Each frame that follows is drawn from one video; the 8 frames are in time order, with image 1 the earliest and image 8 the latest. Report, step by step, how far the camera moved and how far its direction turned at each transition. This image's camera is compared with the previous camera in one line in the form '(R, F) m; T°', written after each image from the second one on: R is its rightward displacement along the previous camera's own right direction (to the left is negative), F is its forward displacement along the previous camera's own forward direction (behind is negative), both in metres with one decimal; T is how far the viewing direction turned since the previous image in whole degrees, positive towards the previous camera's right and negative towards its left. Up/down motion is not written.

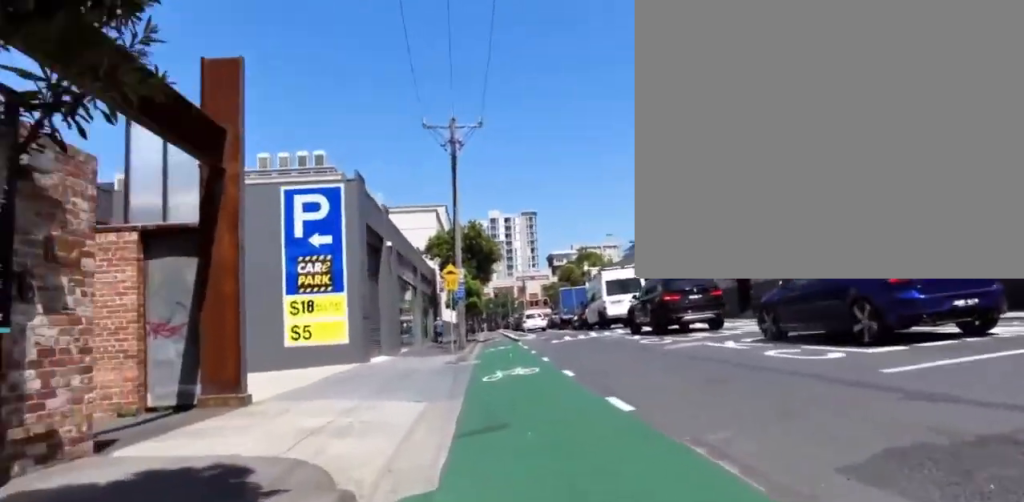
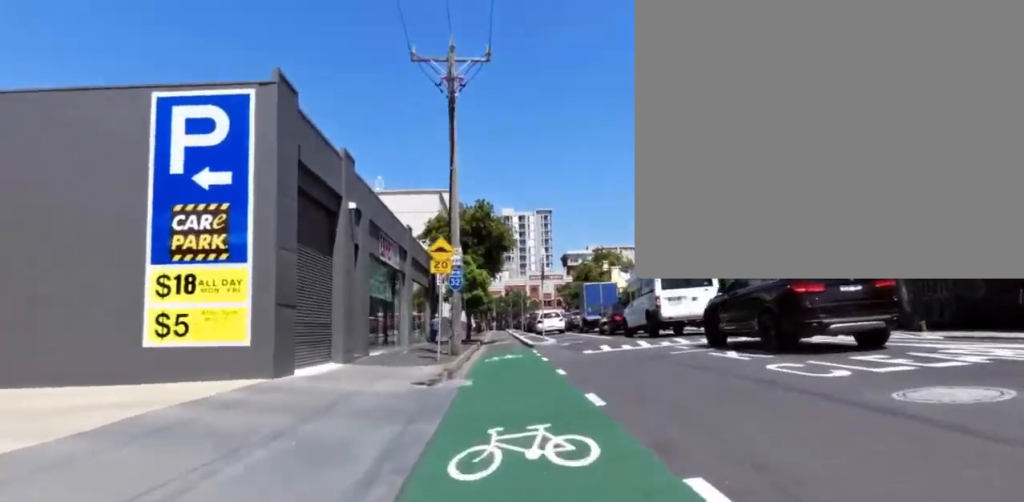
(-0.1, +7.1) m; -3°
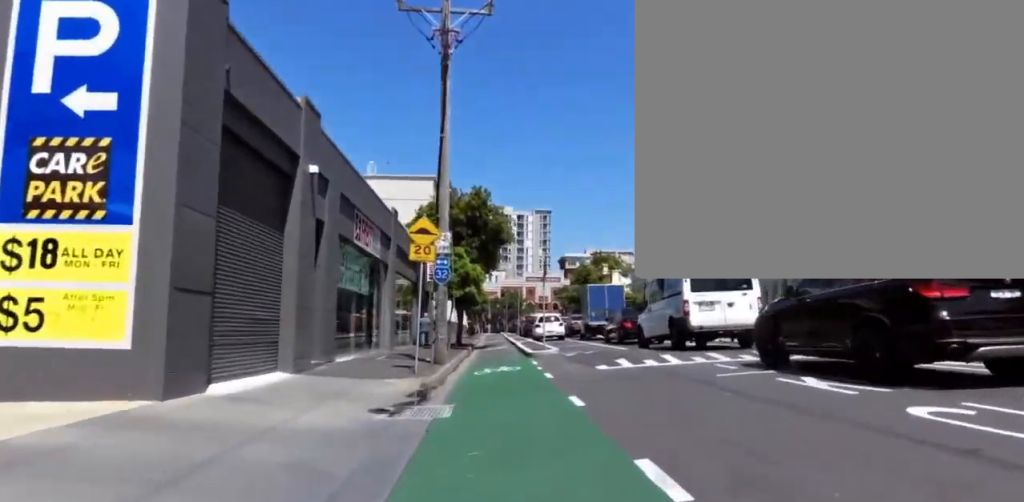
(-0.4, +3.2) m; -2°
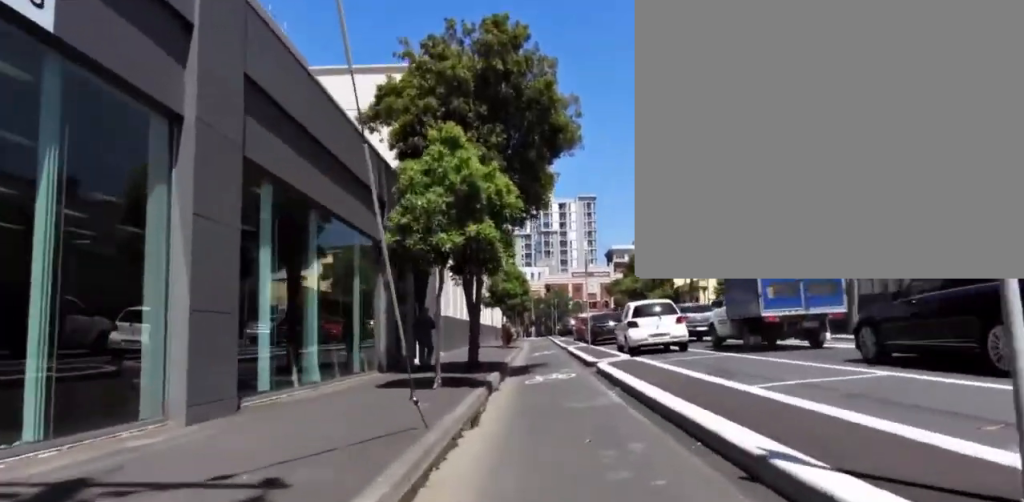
(+1.0, +16.9) m; +1°
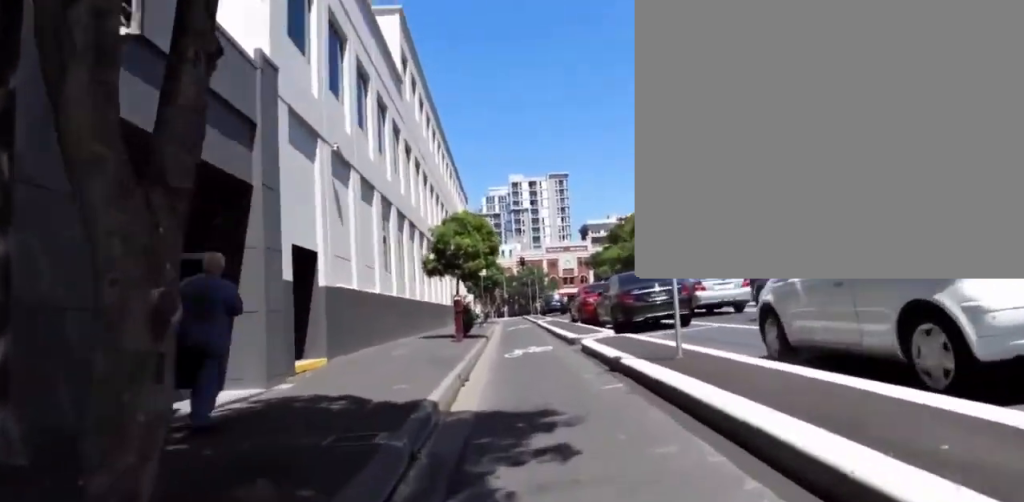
(+0.8, +12.1) m; +4°
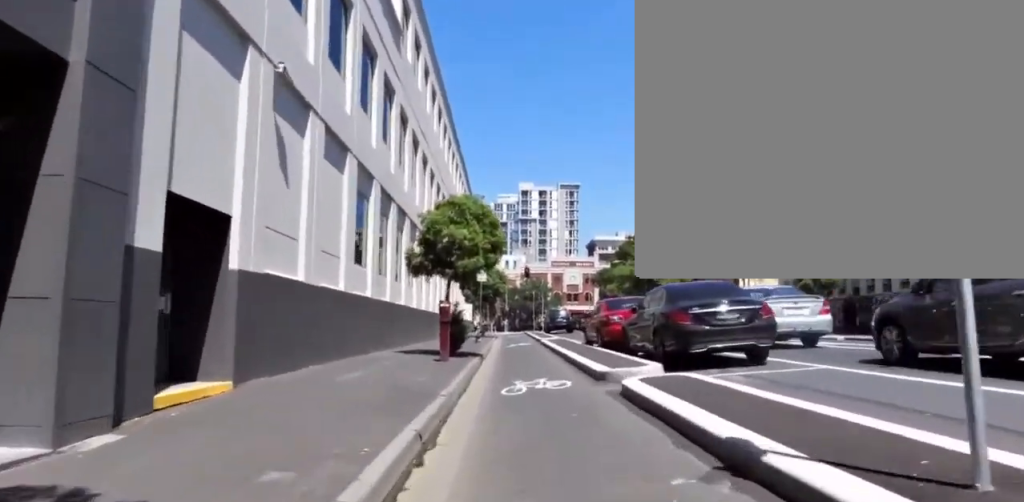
(-0.2, +3.9) m; -4°
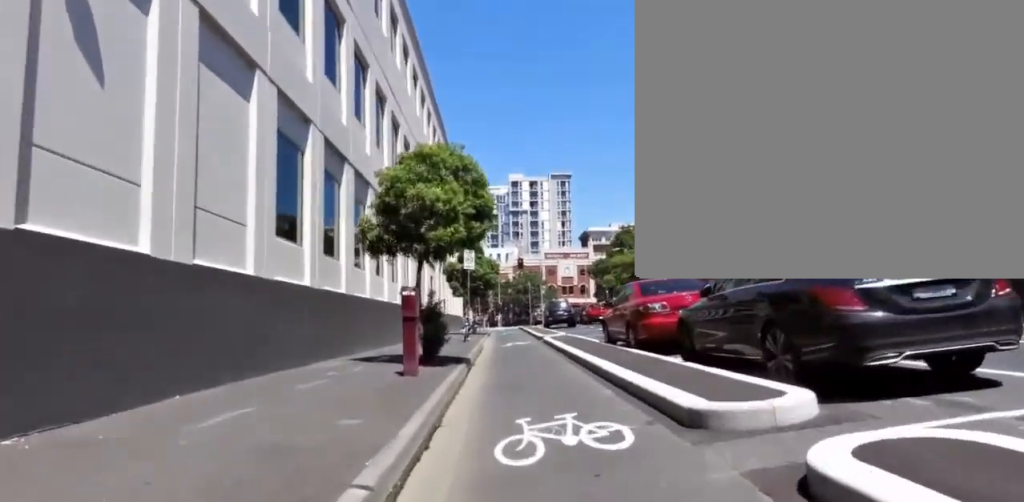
(-0.5, +4.4) m; -6°
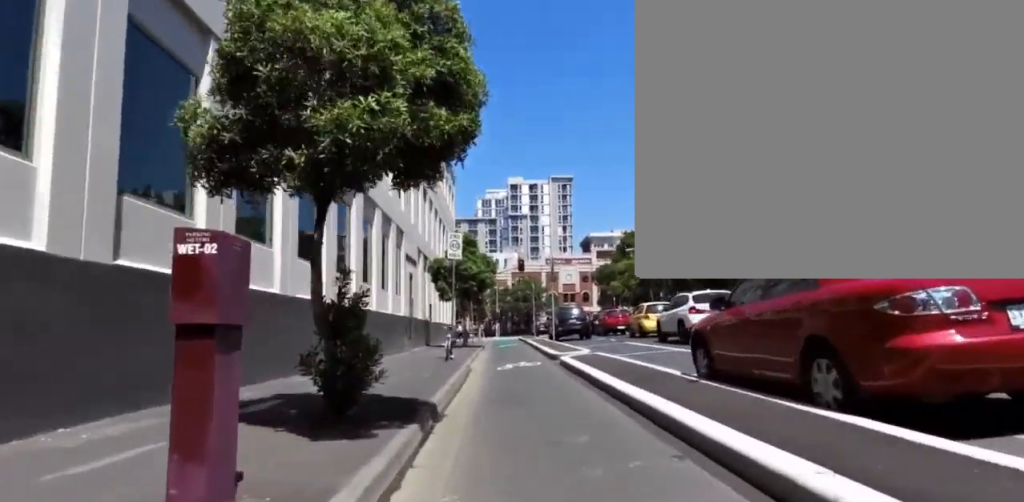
(0.0, +6.6) m; 0°
